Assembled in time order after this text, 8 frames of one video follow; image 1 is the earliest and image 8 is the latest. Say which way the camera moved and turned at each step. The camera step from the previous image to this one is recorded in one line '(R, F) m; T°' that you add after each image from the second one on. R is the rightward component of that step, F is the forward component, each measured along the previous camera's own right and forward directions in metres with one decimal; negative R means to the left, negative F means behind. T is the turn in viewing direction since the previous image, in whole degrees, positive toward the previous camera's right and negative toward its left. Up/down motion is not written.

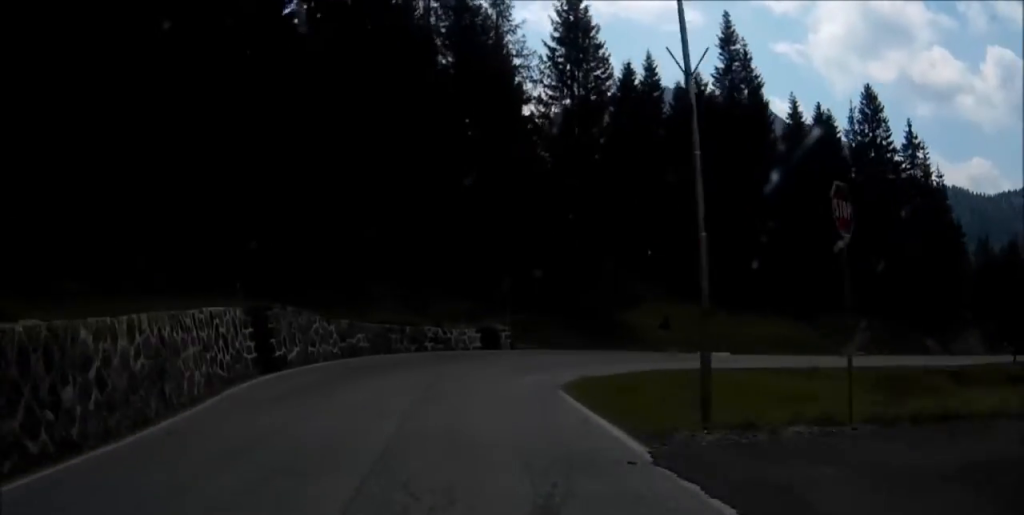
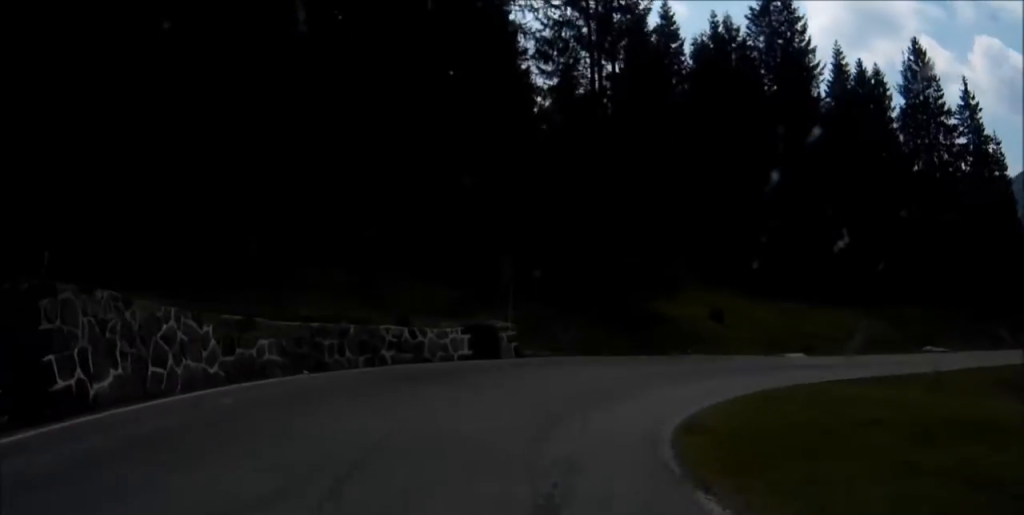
(+0.9, +9.1) m; +15°
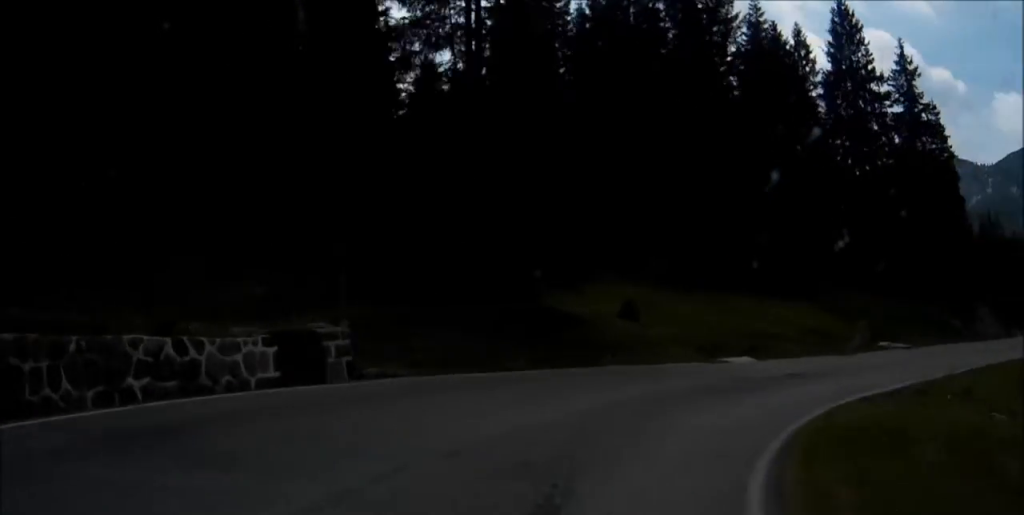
(-1.0, +7.3) m; +12°
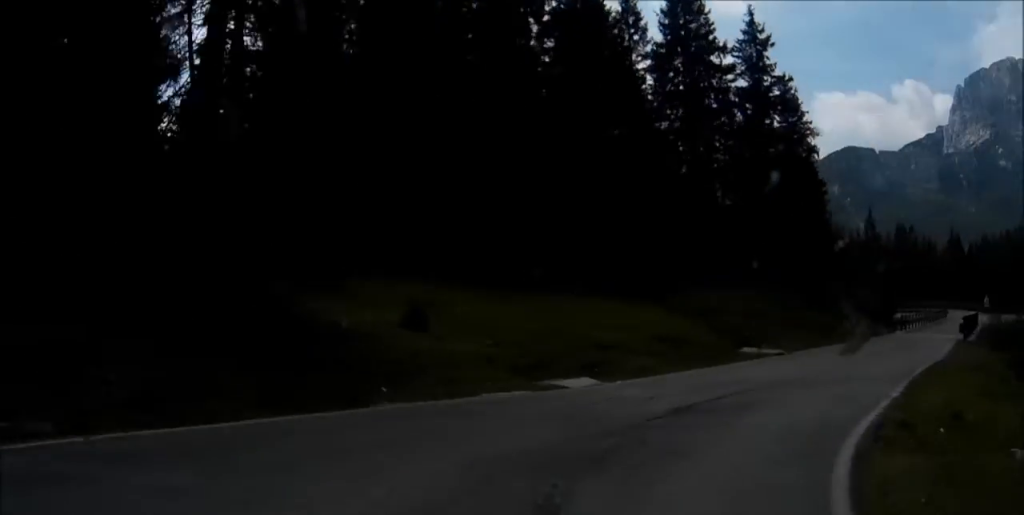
(+2.4, +6.0) m; +11°
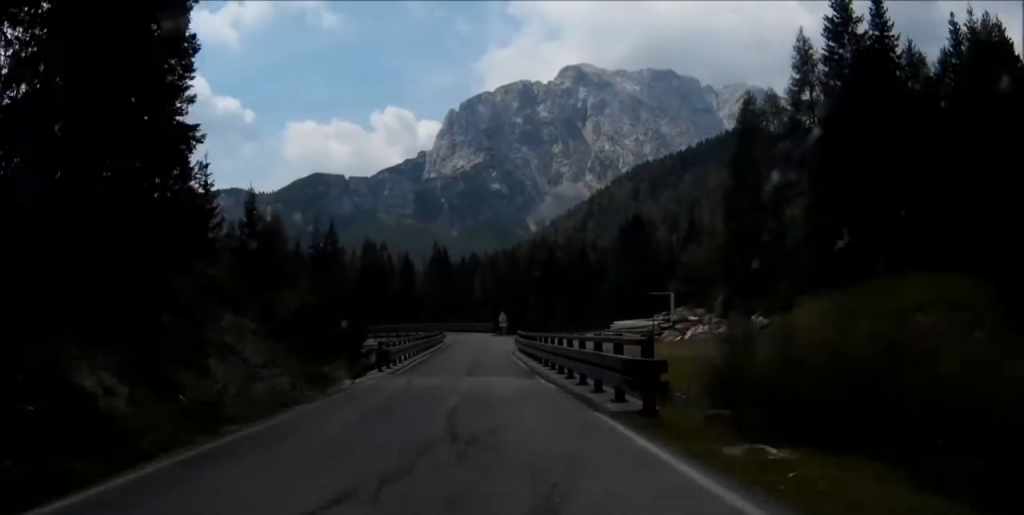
(+7.2, +23.1) m; +22°
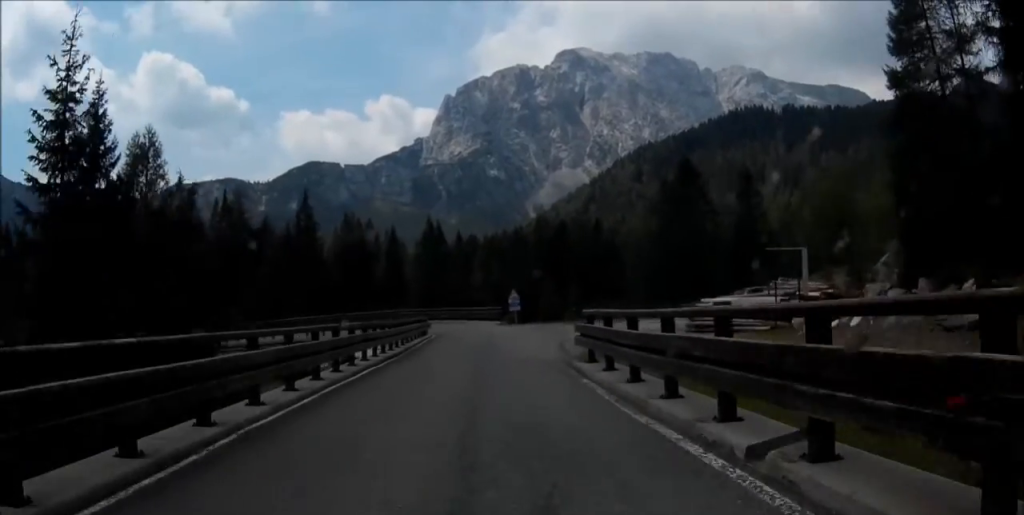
(+0.5, +18.9) m; +3°
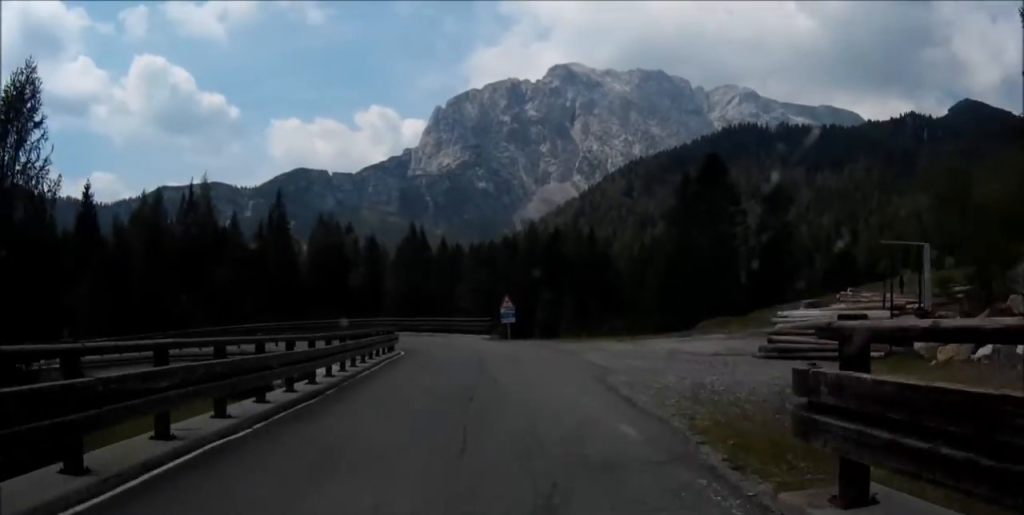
(+0.1, +8.5) m; +2°
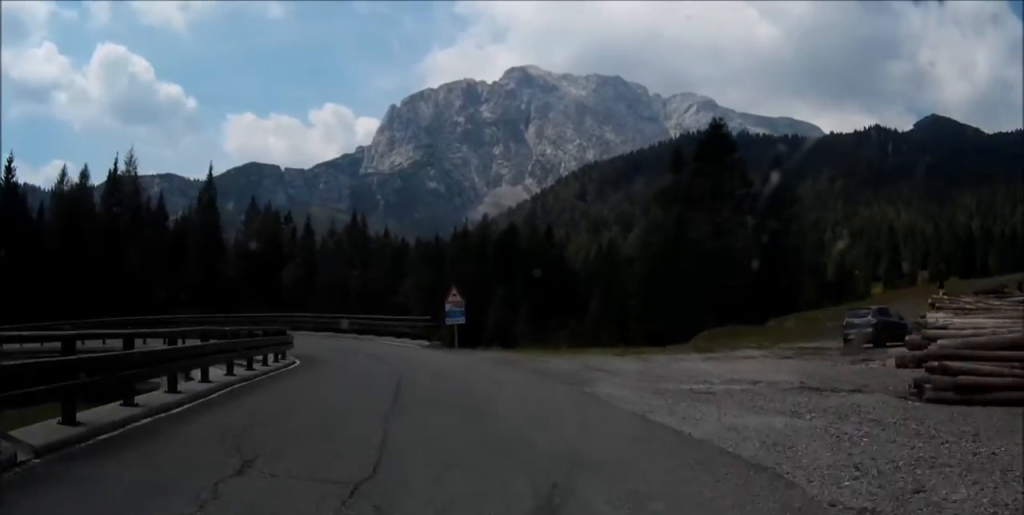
(+0.2, +9.7) m; -1°
